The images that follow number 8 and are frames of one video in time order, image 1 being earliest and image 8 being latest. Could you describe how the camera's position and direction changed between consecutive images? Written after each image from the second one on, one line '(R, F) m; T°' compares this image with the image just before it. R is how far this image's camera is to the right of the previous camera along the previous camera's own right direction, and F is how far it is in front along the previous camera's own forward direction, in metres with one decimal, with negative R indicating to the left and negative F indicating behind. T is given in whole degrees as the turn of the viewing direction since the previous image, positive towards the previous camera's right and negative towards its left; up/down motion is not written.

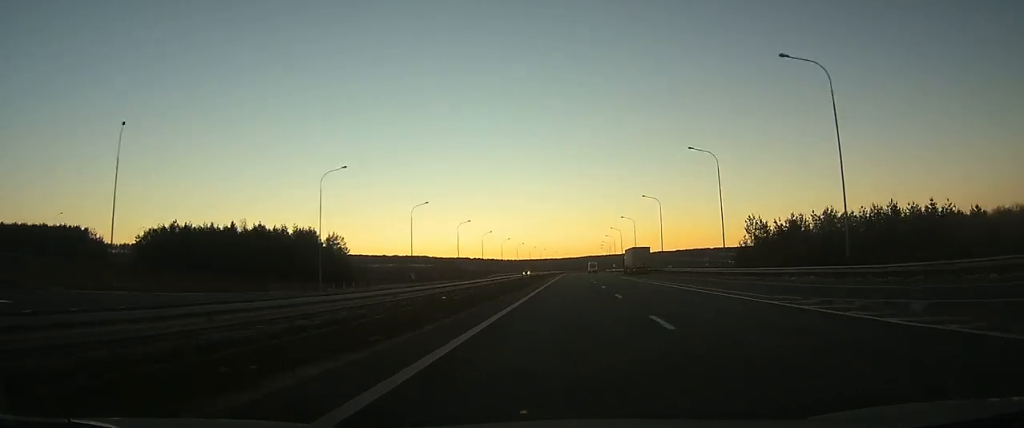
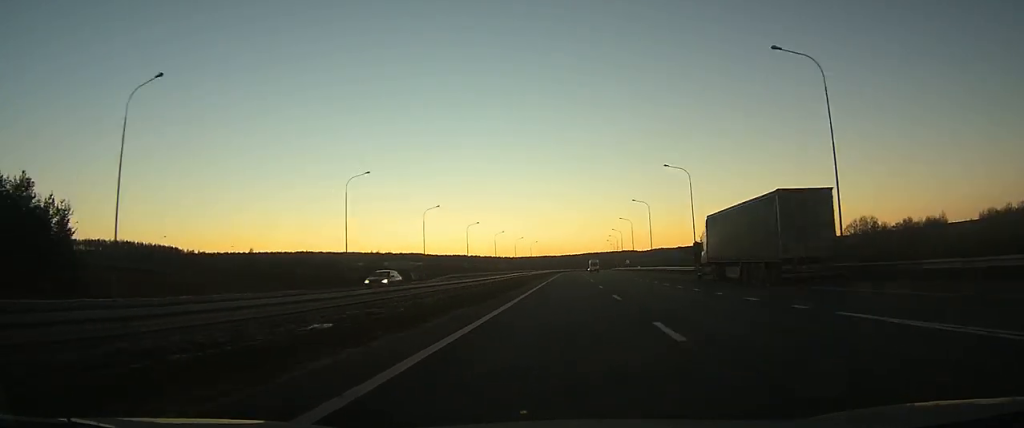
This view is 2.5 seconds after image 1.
(-0.2, +60.2) m; 0°
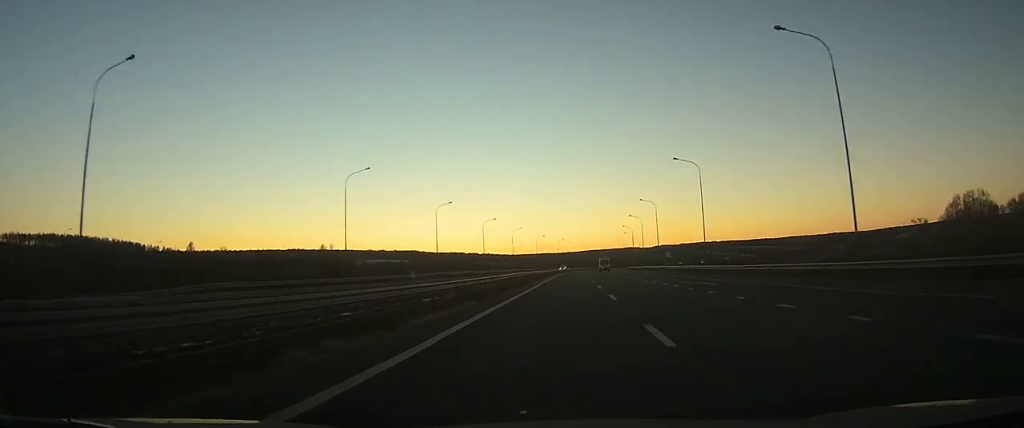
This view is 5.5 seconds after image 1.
(-0.3, +70.8) m; 0°
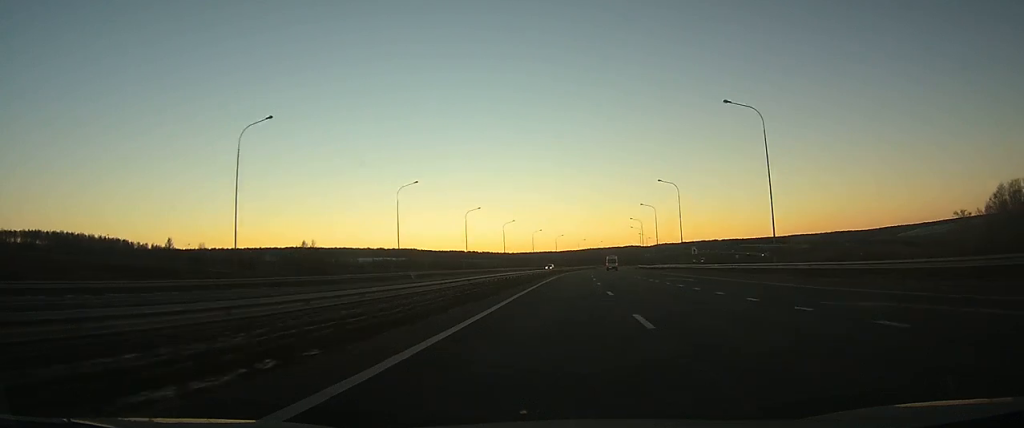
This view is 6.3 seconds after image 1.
(-0.1, +21.0) m; 0°
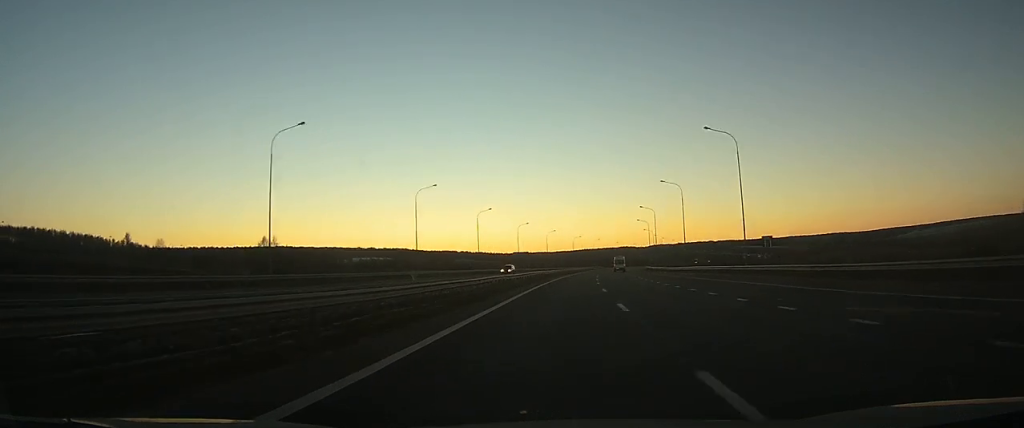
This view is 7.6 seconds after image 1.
(+0.2, +30.5) m; +1°
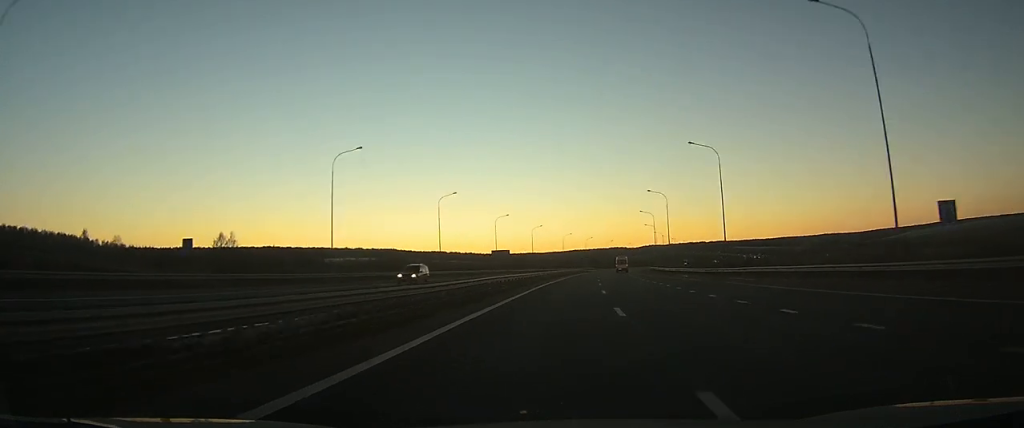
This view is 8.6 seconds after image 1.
(0.0, +24.0) m; +1°
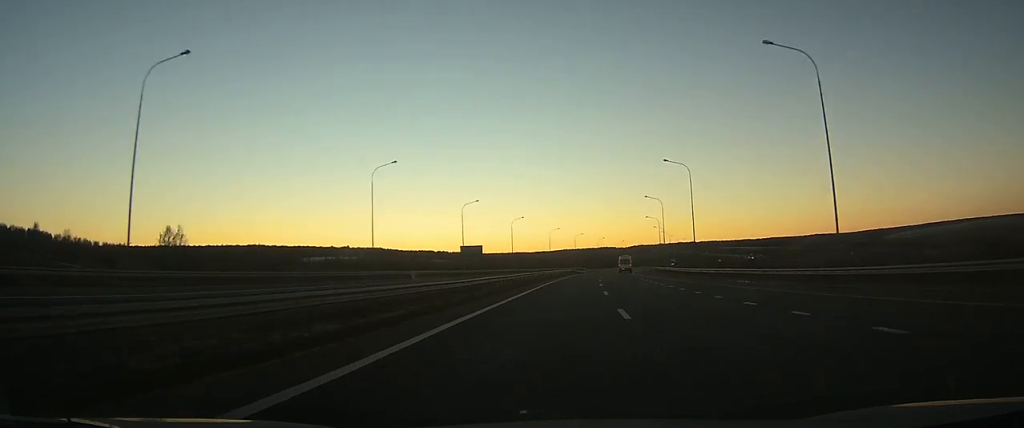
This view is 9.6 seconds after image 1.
(+0.3, +23.9) m; +1°
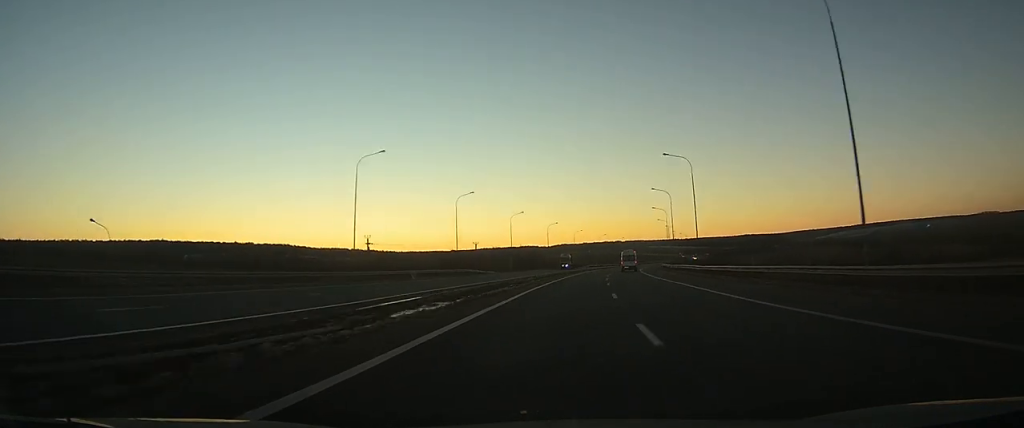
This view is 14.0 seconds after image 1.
(+5.6, +104.4) m; +7°
